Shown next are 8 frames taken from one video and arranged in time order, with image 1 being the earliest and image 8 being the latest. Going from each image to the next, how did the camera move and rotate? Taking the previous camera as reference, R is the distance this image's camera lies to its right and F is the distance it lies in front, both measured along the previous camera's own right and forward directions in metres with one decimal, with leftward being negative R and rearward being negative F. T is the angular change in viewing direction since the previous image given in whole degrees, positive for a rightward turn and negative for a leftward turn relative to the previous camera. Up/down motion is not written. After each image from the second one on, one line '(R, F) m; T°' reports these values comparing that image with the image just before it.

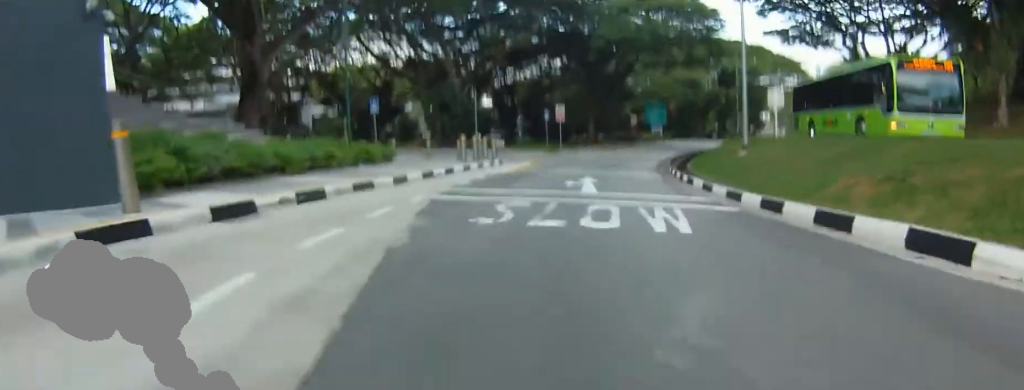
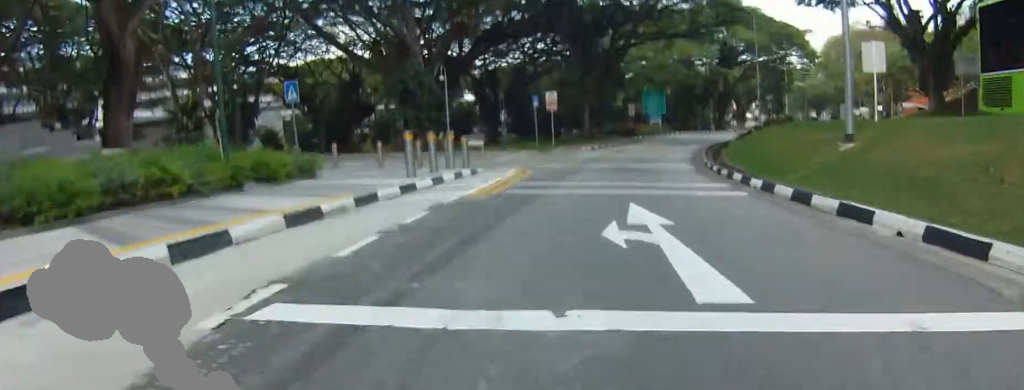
(-0.3, +9.4) m; +4°
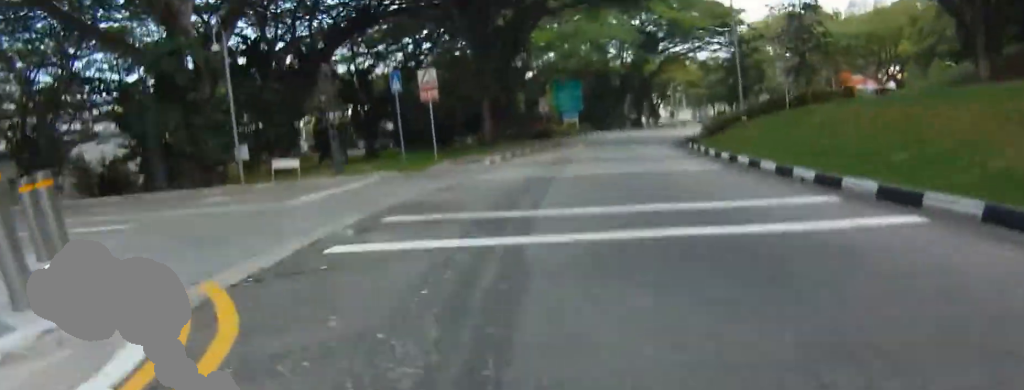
(+1.5, +17.7) m; +7°
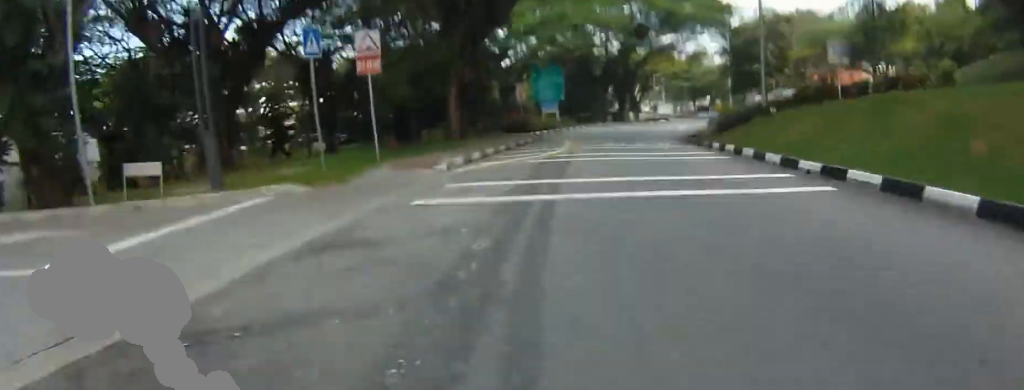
(0.0, +6.0) m; +3°
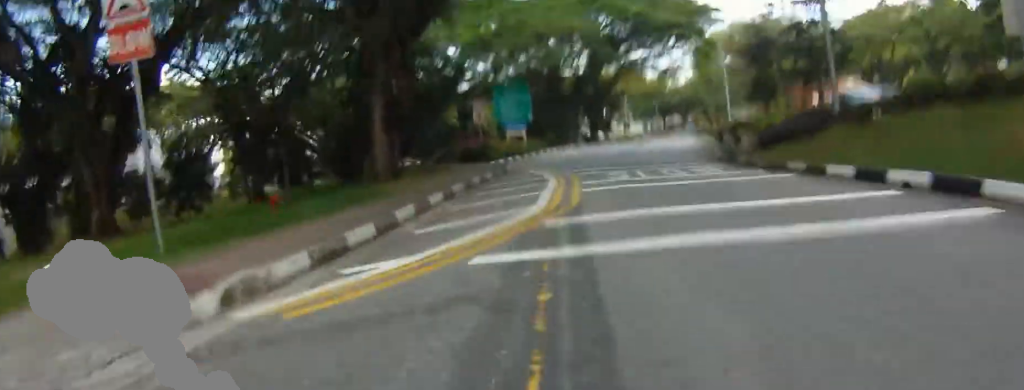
(+0.7, +8.7) m; +6°
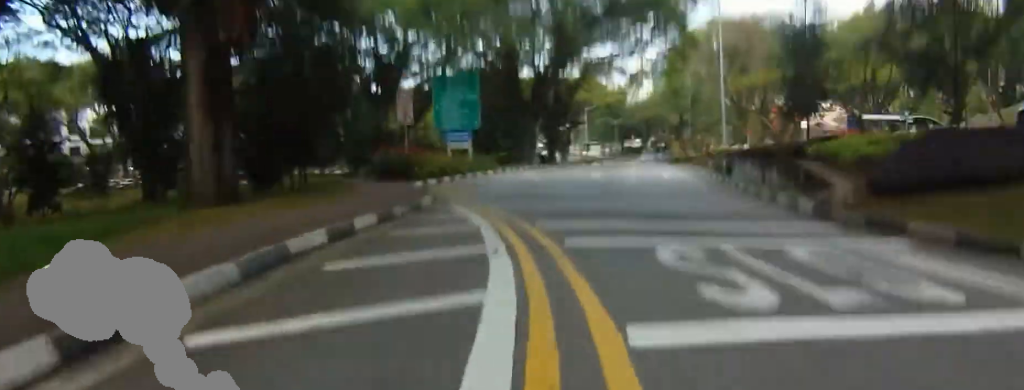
(+0.1, +8.3) m; +1°
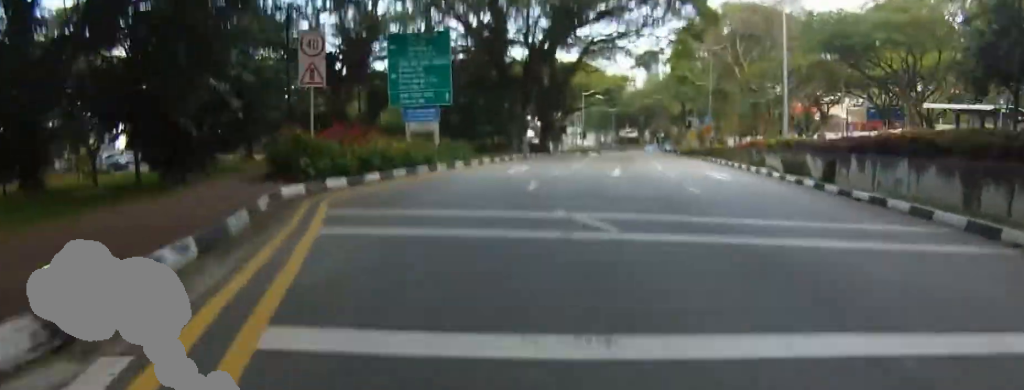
(+0.1, +9.4) m; +2°
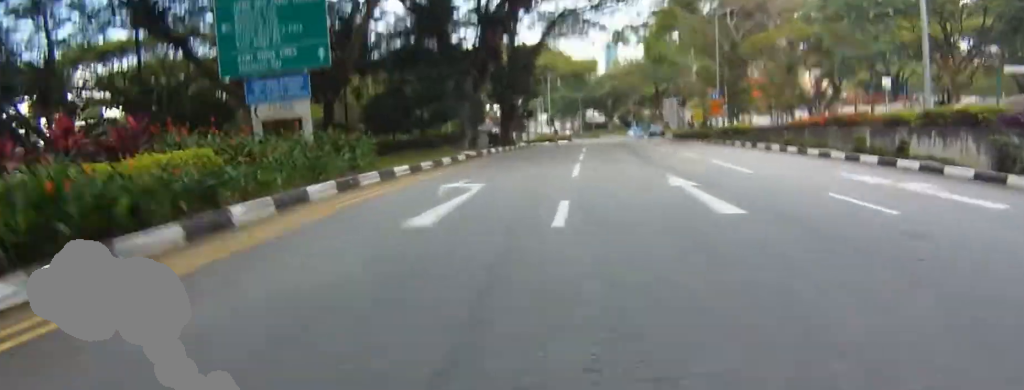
(+0.4, +12.5) m; +1°
